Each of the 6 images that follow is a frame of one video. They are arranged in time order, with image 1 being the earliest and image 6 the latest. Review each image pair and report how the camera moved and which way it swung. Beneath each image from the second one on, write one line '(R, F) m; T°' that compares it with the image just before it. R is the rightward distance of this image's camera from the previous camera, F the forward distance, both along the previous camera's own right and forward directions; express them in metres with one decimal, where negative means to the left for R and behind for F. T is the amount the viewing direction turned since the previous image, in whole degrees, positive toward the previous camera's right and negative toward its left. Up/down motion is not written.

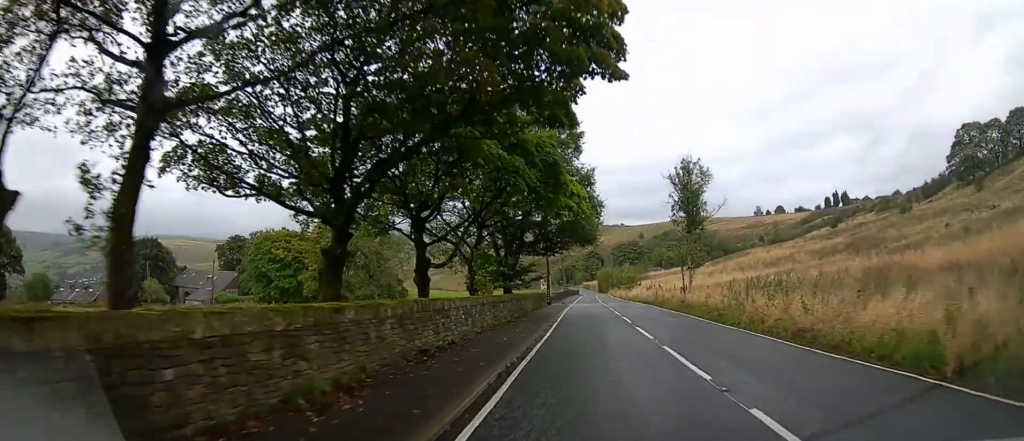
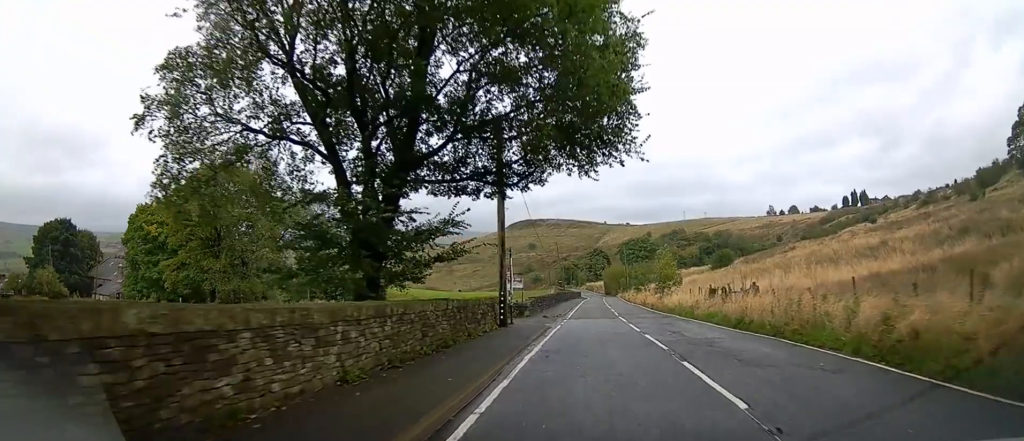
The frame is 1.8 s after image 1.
(-0.2, +25.8) m; 0°
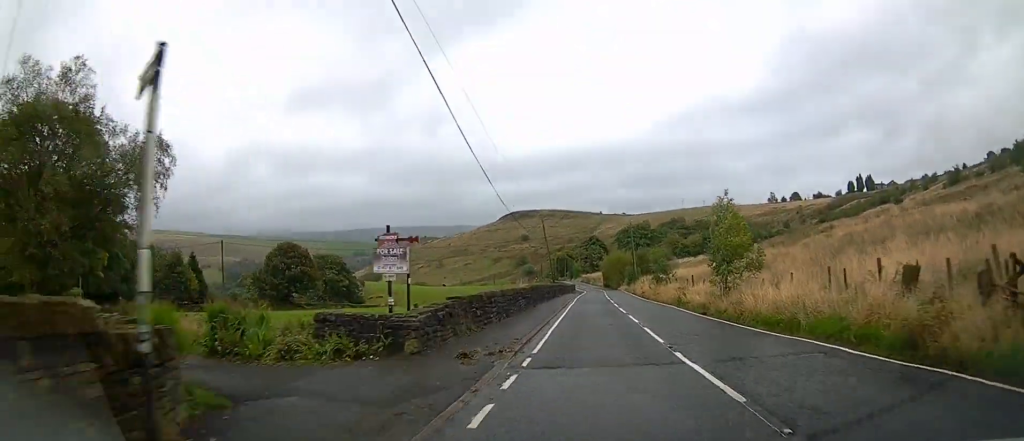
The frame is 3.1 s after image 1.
(+0.3, +17.9) m; +1°
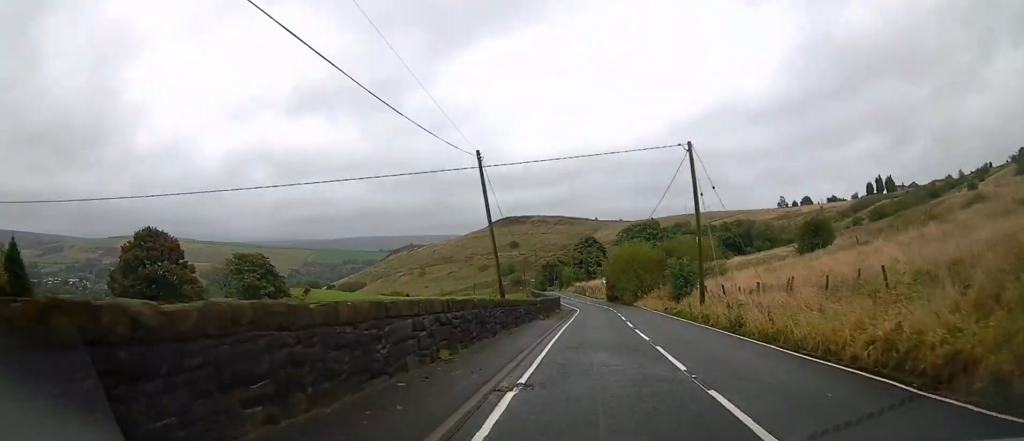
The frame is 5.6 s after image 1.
(+0.7, +36.4) m; +1°
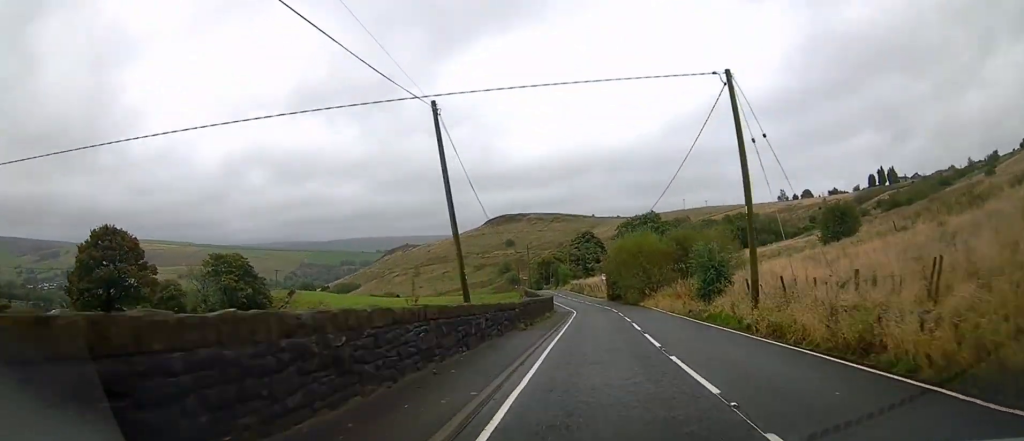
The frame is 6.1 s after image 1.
(-0.2, +7.7) m; 0°
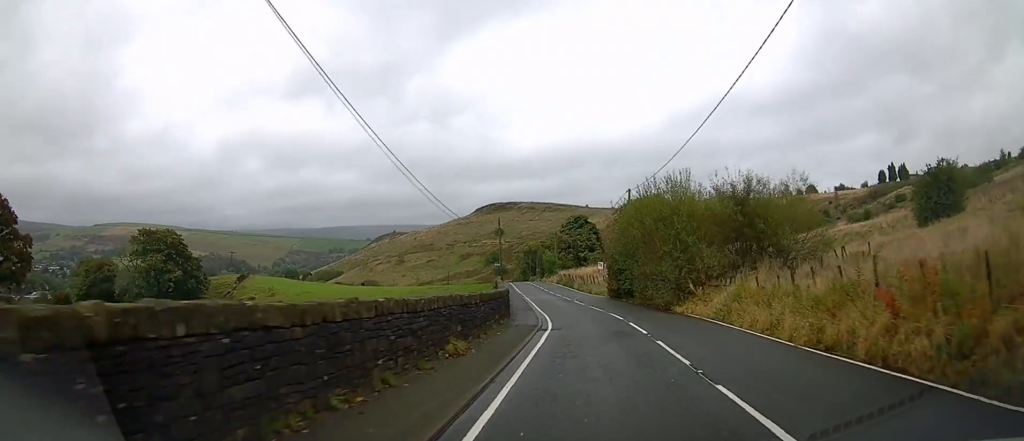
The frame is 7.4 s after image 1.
(+0.2, +19.8) m; 0°
